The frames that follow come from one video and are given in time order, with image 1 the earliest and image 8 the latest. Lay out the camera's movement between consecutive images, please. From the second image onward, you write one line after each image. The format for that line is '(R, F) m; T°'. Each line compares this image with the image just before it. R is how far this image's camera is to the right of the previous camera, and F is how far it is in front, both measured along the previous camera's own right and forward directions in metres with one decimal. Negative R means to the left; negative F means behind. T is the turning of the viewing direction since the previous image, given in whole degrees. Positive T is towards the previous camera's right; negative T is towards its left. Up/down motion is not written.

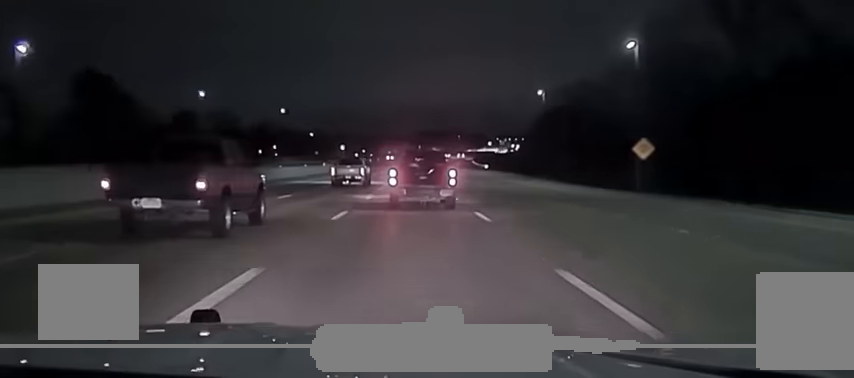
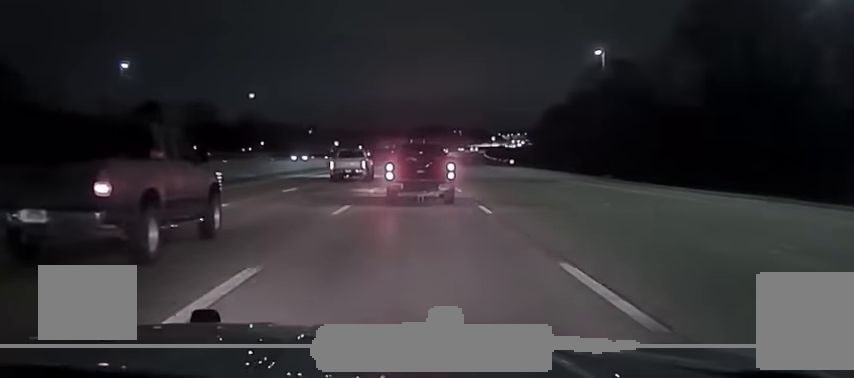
(0.0, +36.3) m; 0°
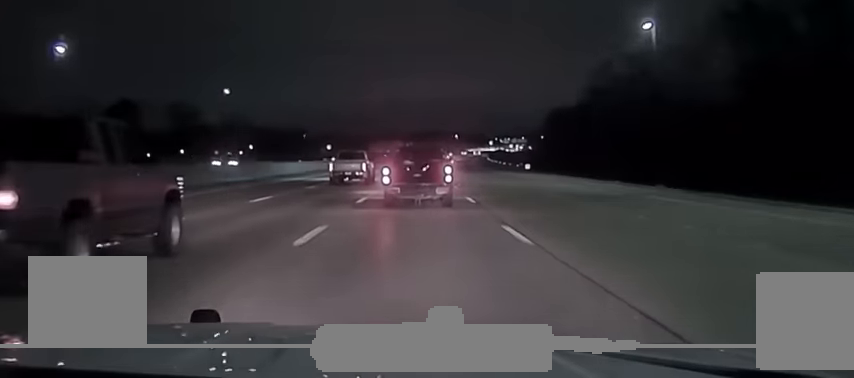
(0.0, +18.0) m; 0°
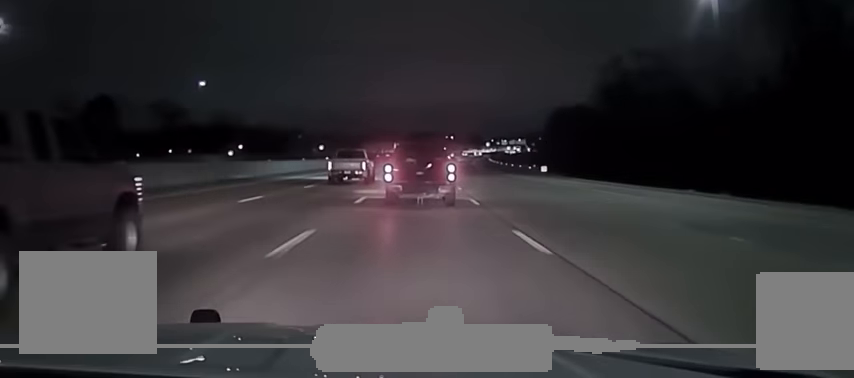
(0.0, +13.8) m; 0°
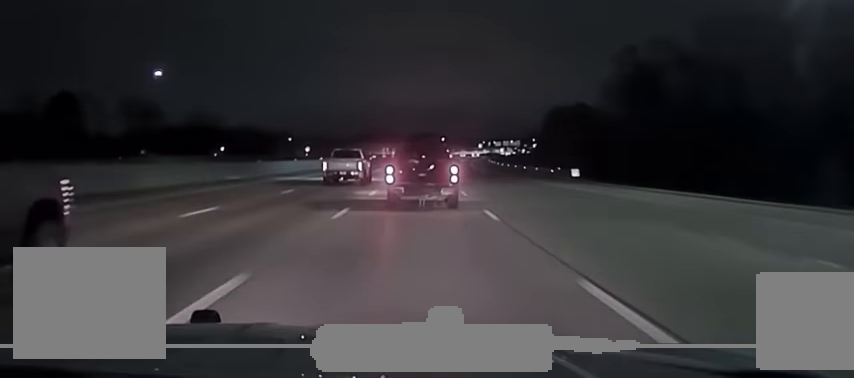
(-0.1, +17.6) m; +1°
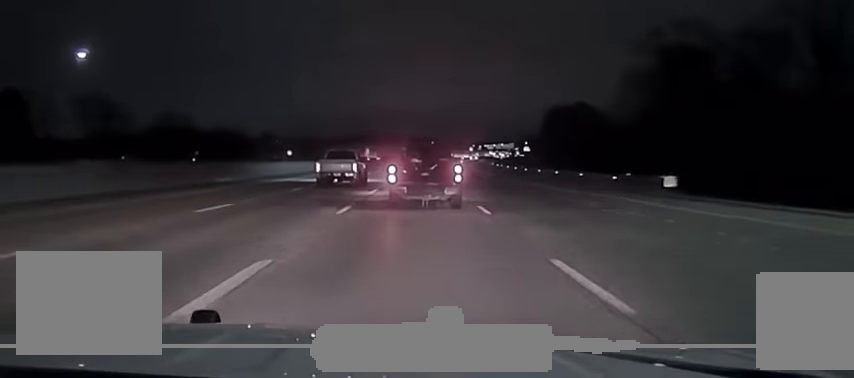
(+0.4, +23.6) m; +1°
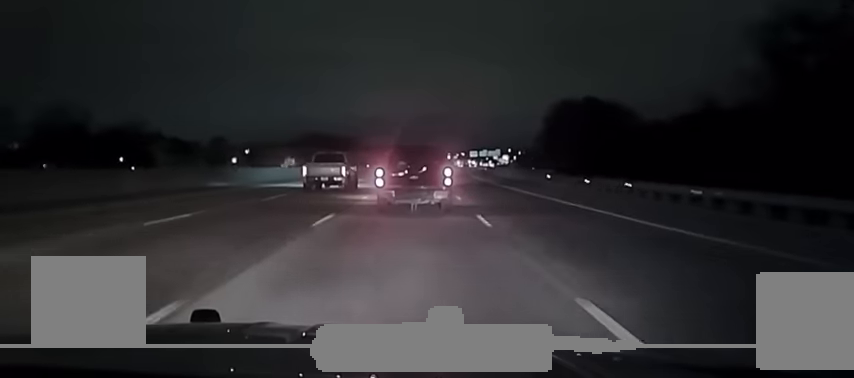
(+1.3, +63.7) m; +2°
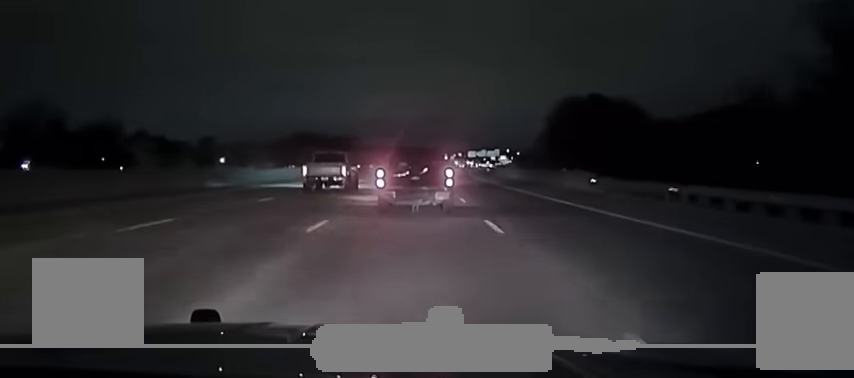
(0.0, +14.0) m; 0°
